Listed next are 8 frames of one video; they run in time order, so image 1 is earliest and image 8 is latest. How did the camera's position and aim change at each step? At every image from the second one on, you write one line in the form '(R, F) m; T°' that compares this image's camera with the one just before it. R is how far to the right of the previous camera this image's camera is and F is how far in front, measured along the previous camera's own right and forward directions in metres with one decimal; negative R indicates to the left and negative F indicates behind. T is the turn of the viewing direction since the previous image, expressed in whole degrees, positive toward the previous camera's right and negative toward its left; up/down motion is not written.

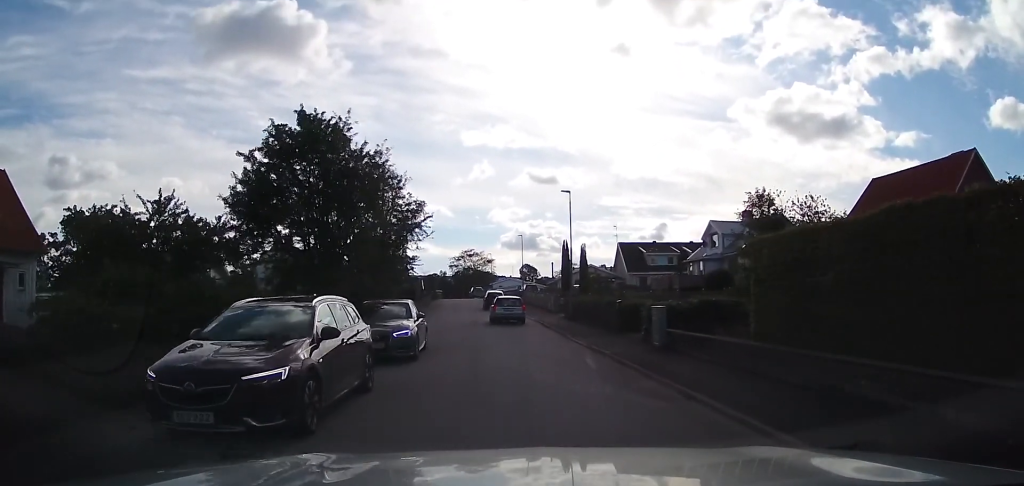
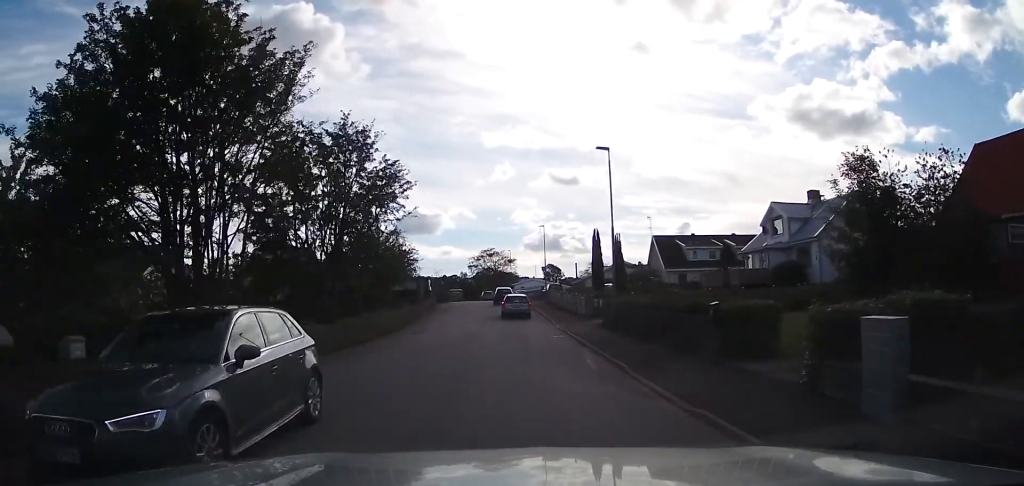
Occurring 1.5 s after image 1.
(-1.1, +10.5) m; -6°
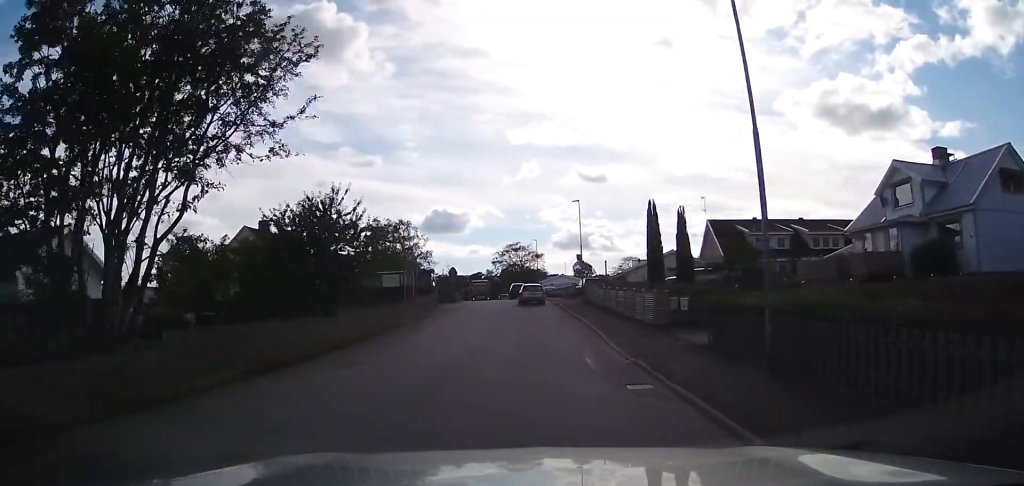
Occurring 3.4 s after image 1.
(+0.3, +13.9) m; -1°
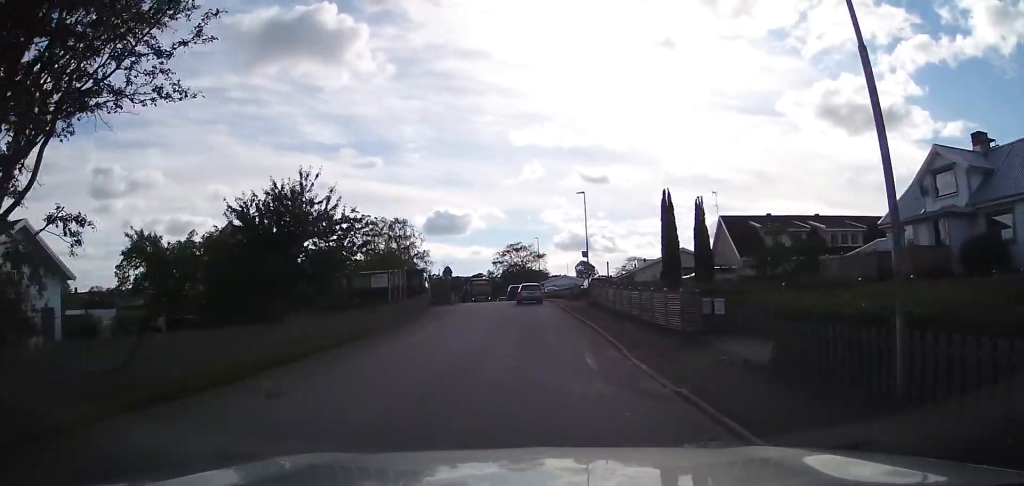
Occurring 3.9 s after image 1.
(0.0, +3.9) m; -2°
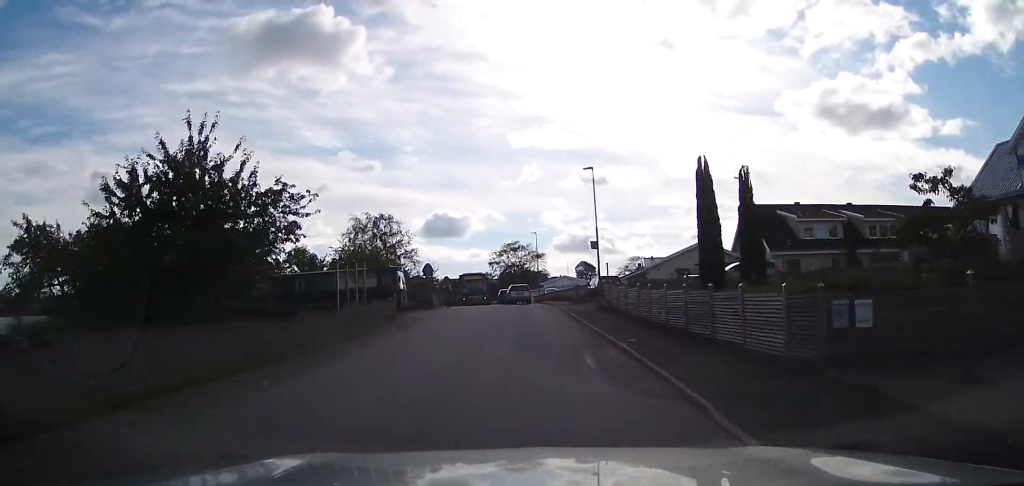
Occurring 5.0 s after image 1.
(-0.4, +7.6) m; +1°
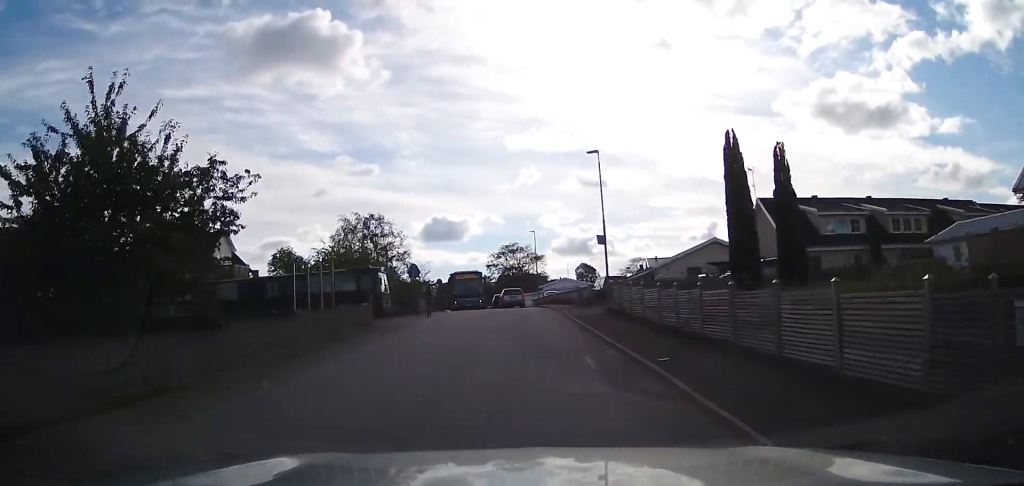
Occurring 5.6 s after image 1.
(+0.3, +4.0) m; +3°
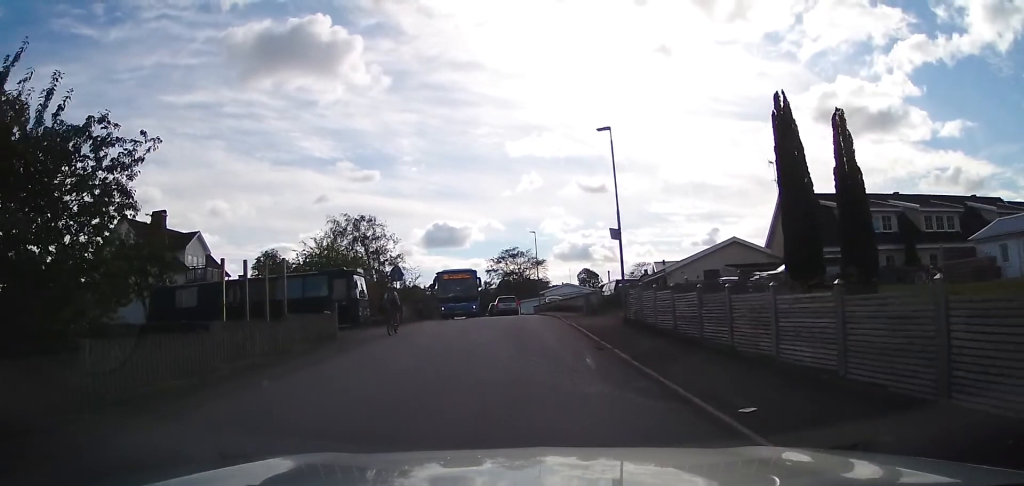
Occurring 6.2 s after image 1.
(+0.1, +4.3) m; +2°
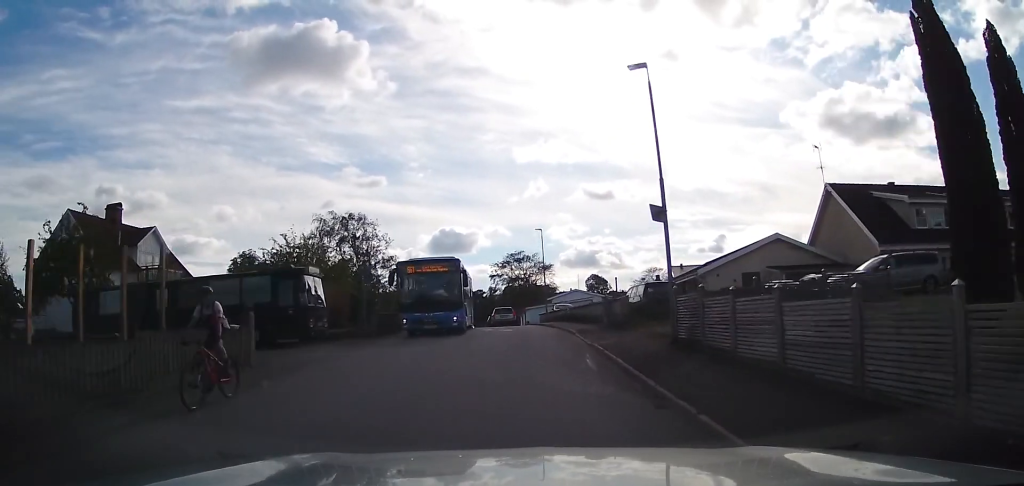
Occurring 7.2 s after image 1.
(+0.1, +6.4) m; 0°
